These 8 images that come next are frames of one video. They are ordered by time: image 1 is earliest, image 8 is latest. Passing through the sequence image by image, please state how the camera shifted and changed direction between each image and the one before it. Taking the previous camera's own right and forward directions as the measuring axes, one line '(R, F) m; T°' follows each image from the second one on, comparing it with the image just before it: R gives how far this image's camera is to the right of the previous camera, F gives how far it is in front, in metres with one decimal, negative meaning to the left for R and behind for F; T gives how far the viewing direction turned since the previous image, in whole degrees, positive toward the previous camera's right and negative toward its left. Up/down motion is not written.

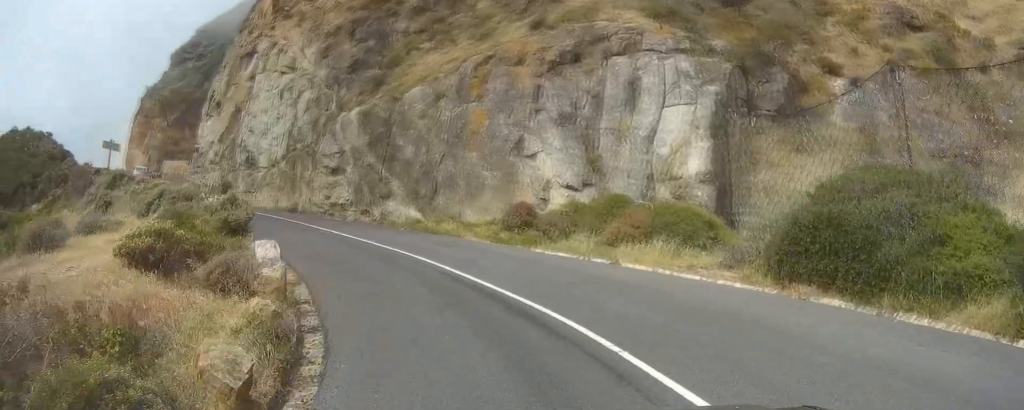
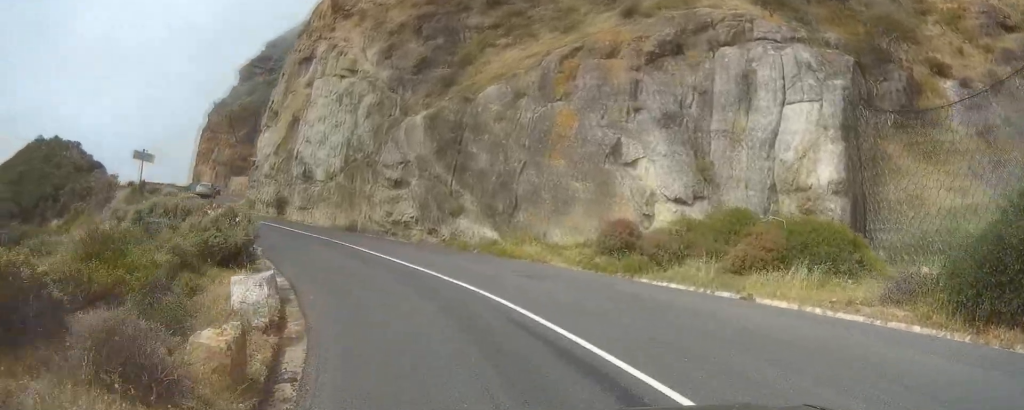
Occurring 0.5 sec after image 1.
(-0.5, +5.0) m; -5°
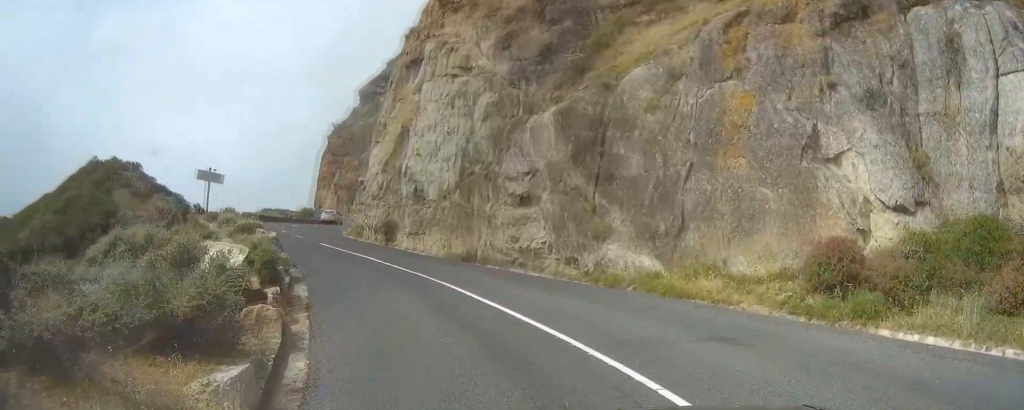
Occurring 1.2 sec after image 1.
(-0.5, +6.7) m; -4°
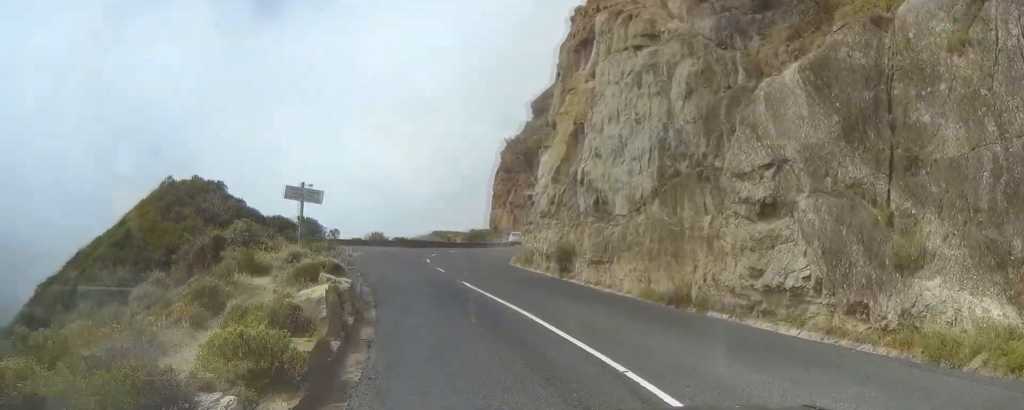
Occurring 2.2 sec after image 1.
(0.0, +8.9) m; 0°
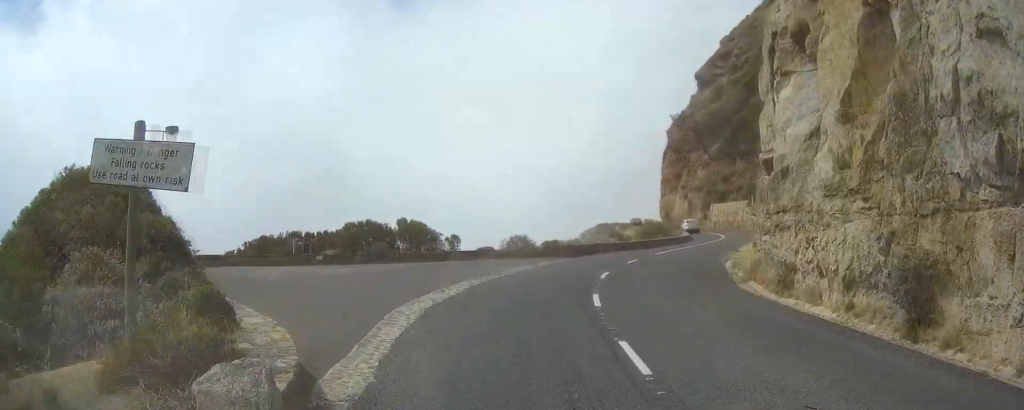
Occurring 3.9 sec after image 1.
(0.0, +17.9) m; -8°
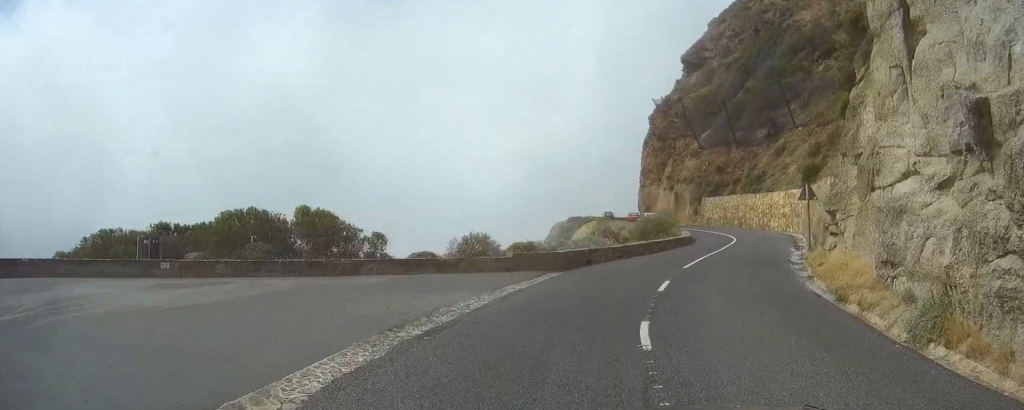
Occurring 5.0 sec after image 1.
(-1.8, +11.8) m; -11°
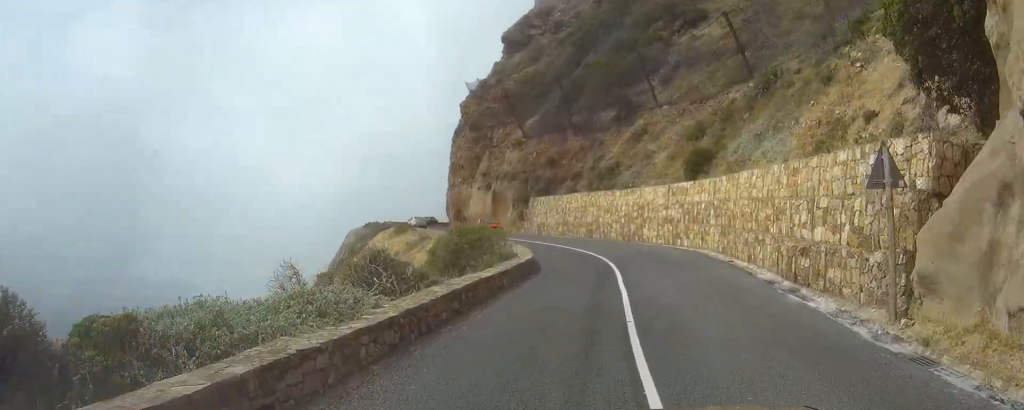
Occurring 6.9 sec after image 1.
(+0.1, +17.7) m; -1°
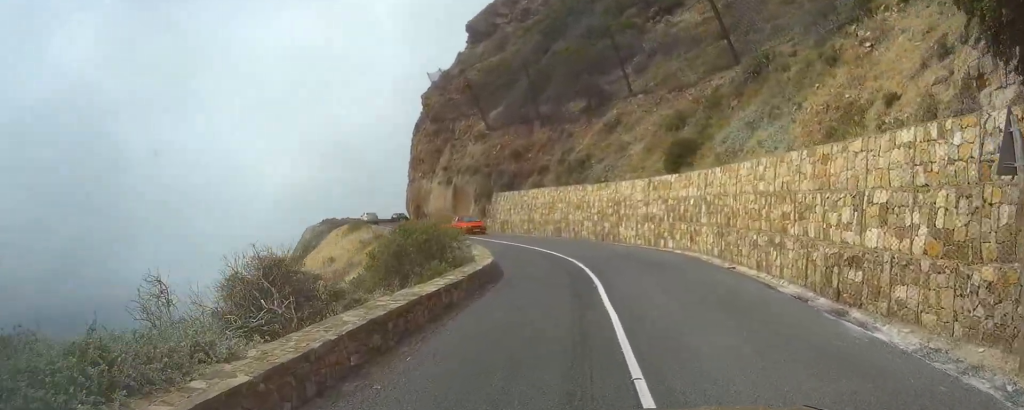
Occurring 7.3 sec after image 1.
(0.0, +4.3) m; -1°
